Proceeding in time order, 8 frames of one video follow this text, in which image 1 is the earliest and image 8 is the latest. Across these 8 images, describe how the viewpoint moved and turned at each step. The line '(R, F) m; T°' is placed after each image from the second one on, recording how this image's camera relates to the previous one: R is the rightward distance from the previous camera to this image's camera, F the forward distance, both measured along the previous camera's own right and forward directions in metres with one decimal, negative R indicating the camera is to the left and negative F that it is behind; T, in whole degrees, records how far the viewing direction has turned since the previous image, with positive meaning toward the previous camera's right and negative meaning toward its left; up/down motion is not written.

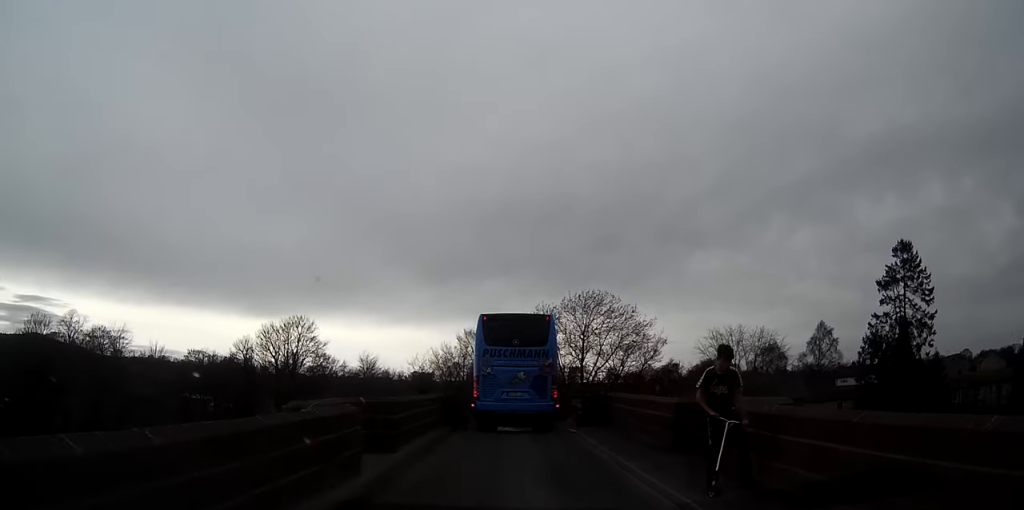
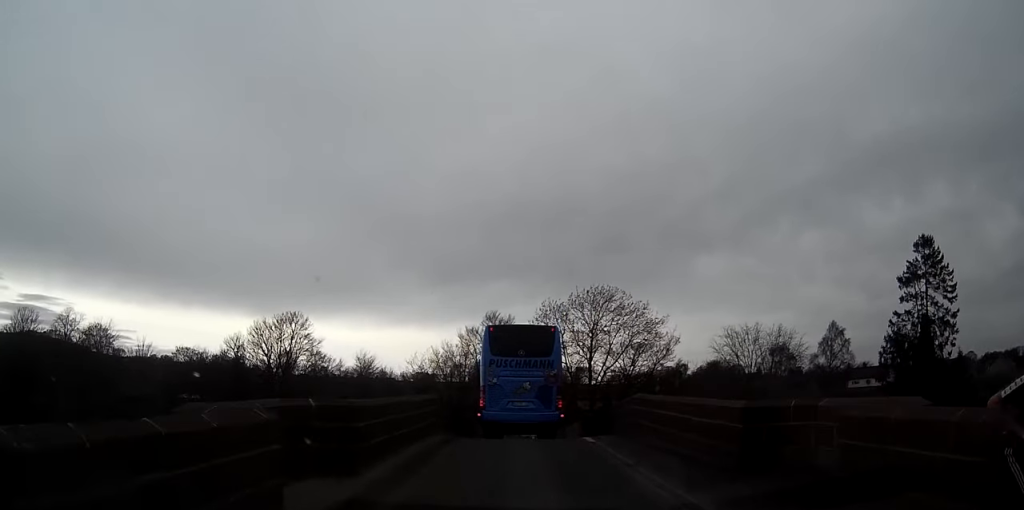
(0.0, +4.0) m; 0°
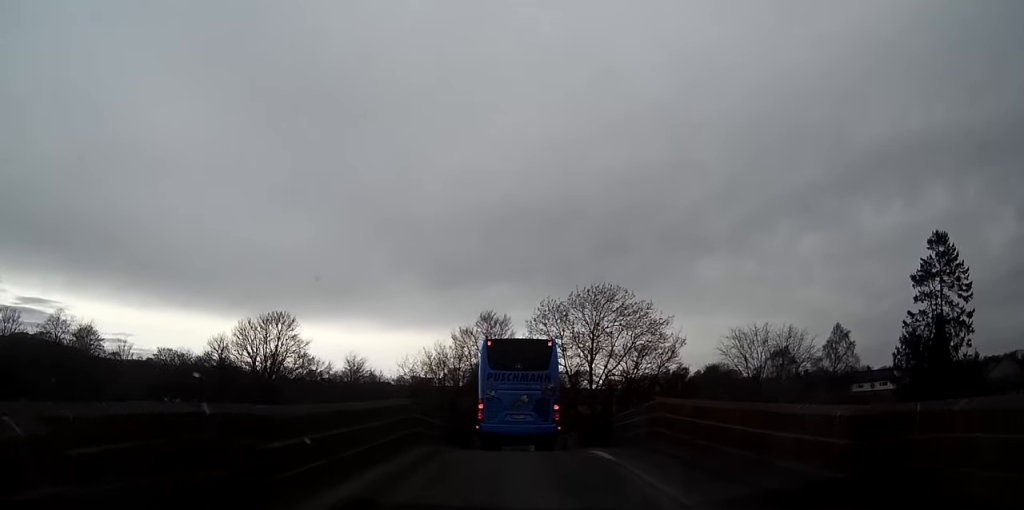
(0.0, +3.6) m; 0°
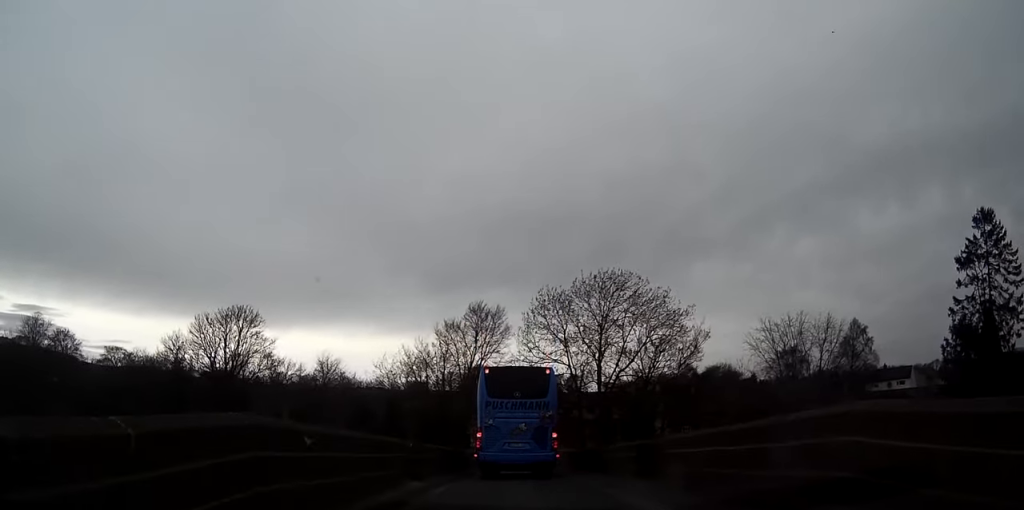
(0.0, +9.9) m; 0°
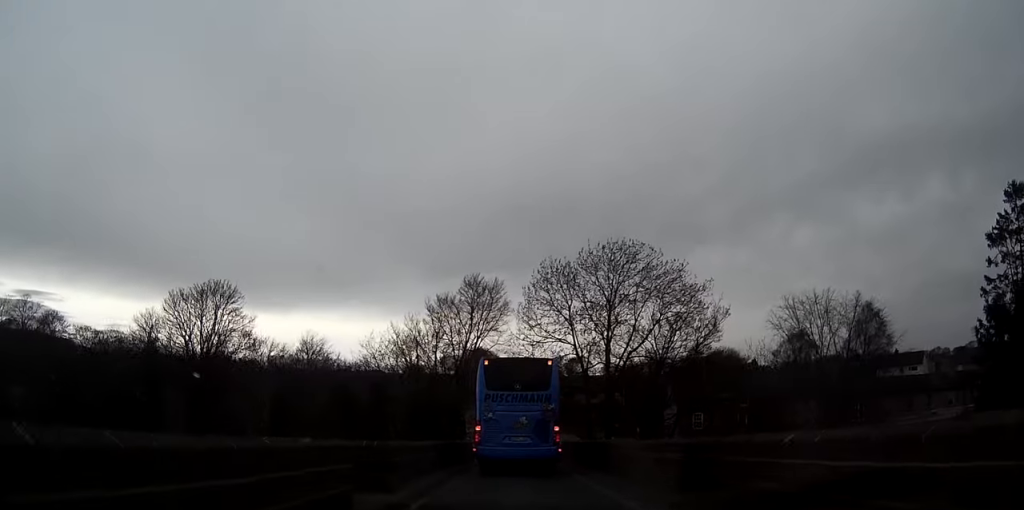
(0.0, +5.4) m; -1°
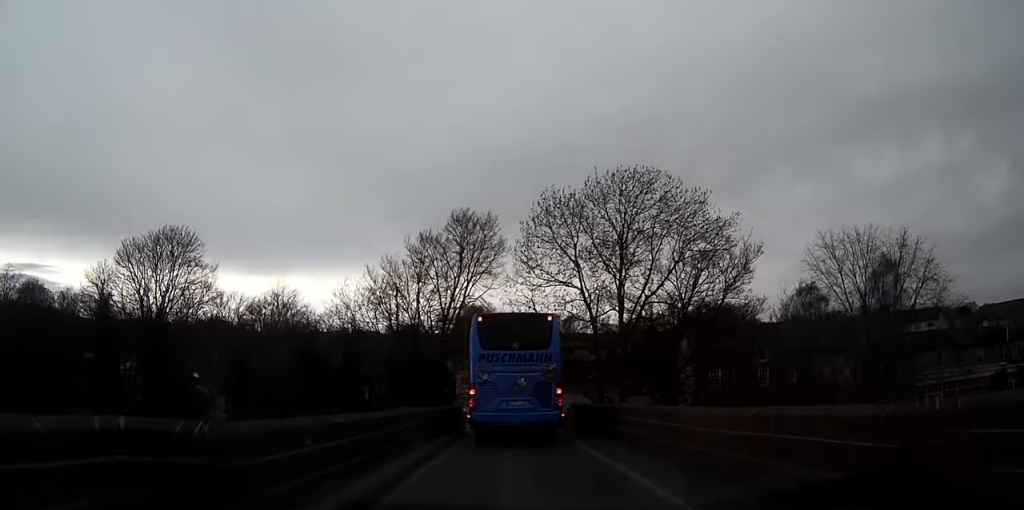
(-0.1, +7.5) m; -1°
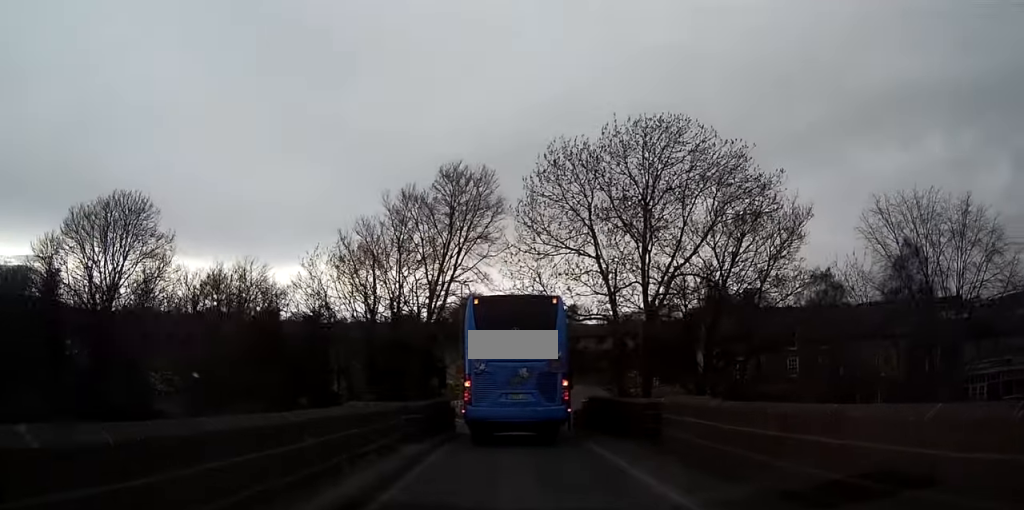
(0.0, +7.6) m; -1°
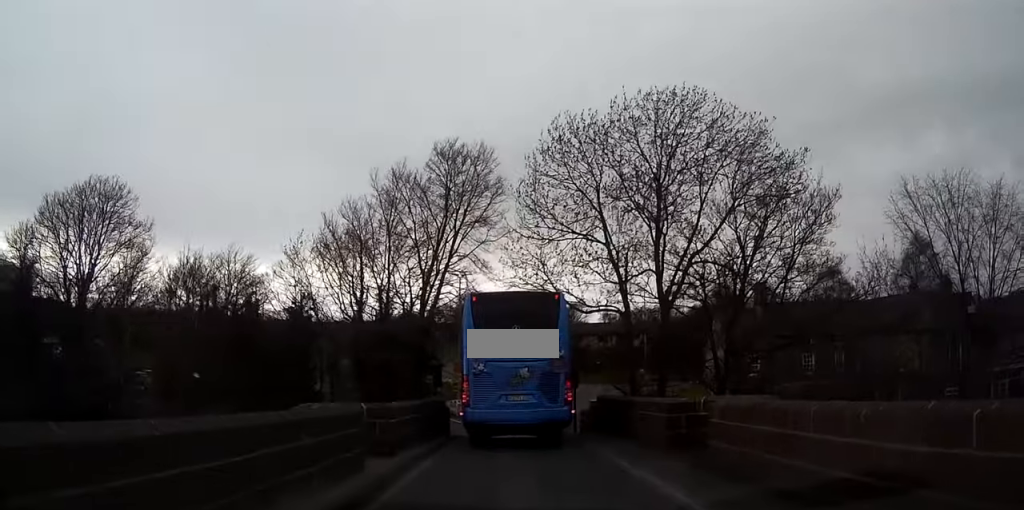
(0.0, +3.3) m; -1°
